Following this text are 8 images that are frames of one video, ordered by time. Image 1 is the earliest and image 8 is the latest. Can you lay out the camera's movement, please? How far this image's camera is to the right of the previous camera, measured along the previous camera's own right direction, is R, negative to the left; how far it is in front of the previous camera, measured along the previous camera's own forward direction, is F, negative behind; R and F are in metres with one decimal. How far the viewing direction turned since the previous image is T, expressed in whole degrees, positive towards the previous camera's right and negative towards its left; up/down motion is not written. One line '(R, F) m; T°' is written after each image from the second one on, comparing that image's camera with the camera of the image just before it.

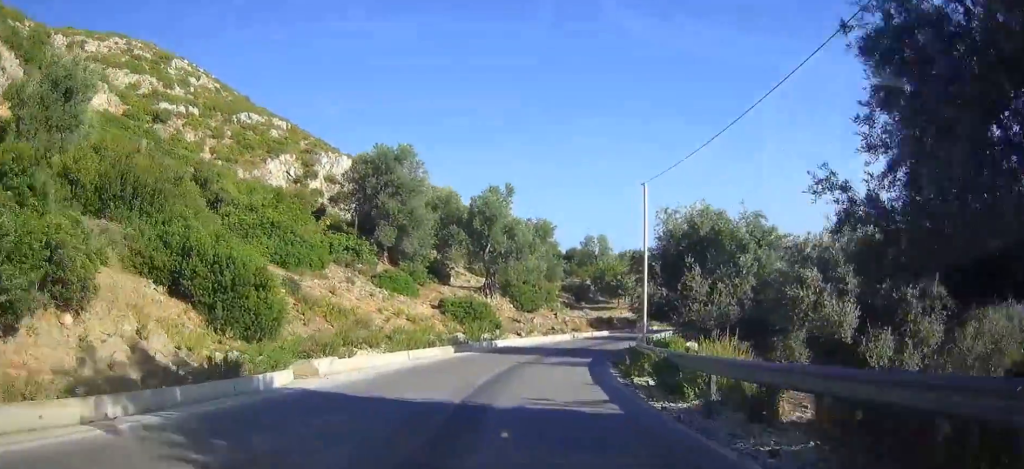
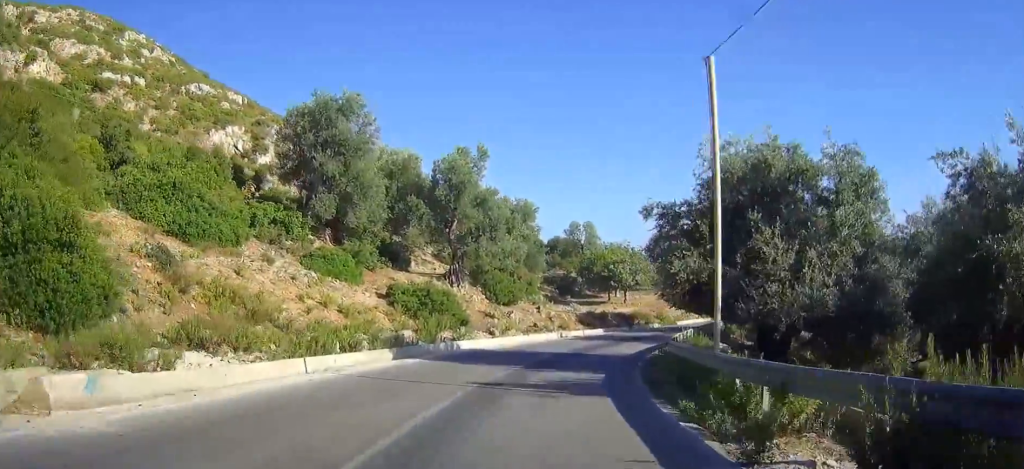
(+0.2, +10.7) m; +3°
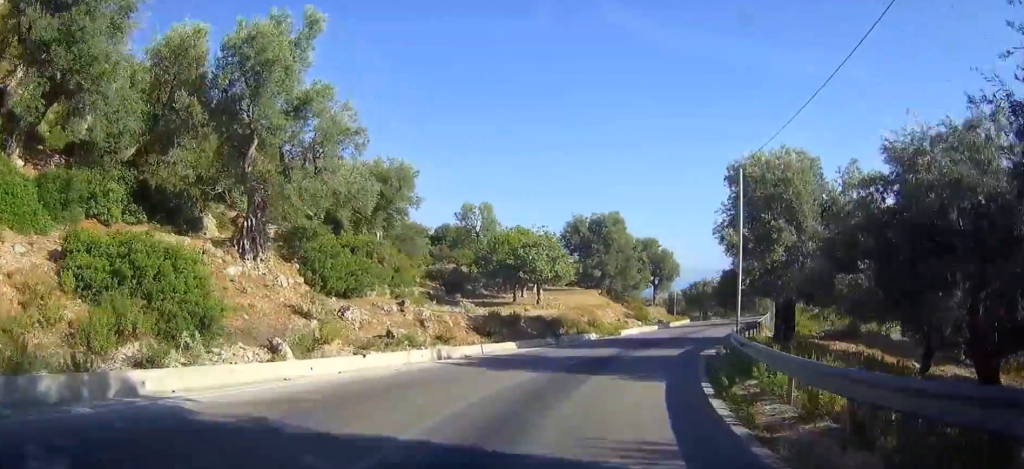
(+1.3, +20.1) m; +9°
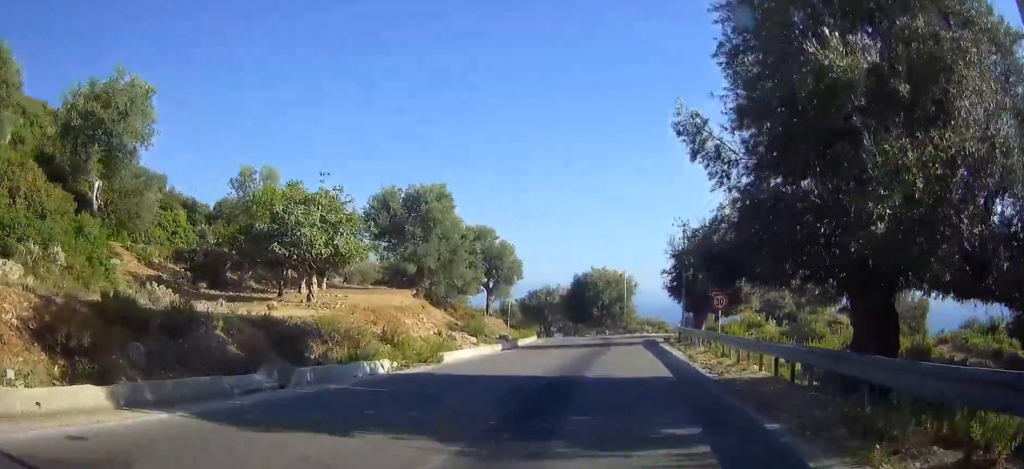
(+2.1, +19.2) m; +11°
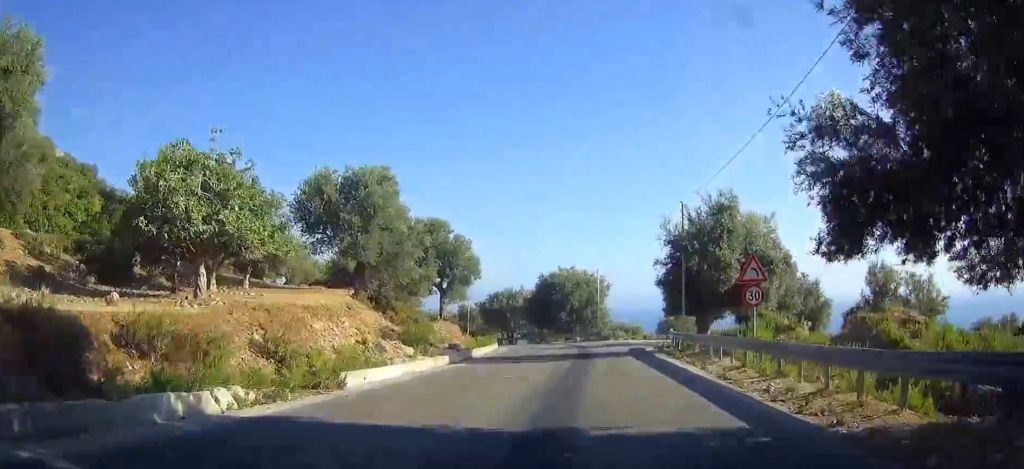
(+0.3, +7.8) m; +3°
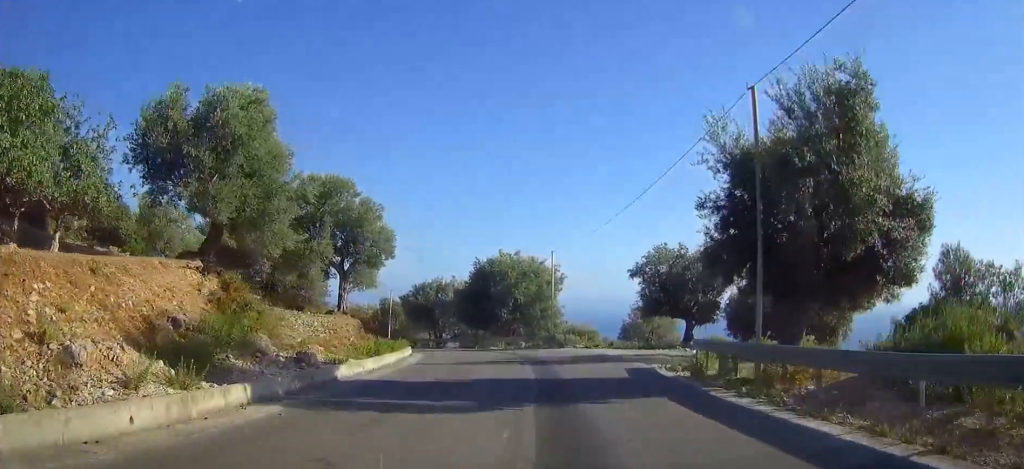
(+0.5, +14.7) m; +4°
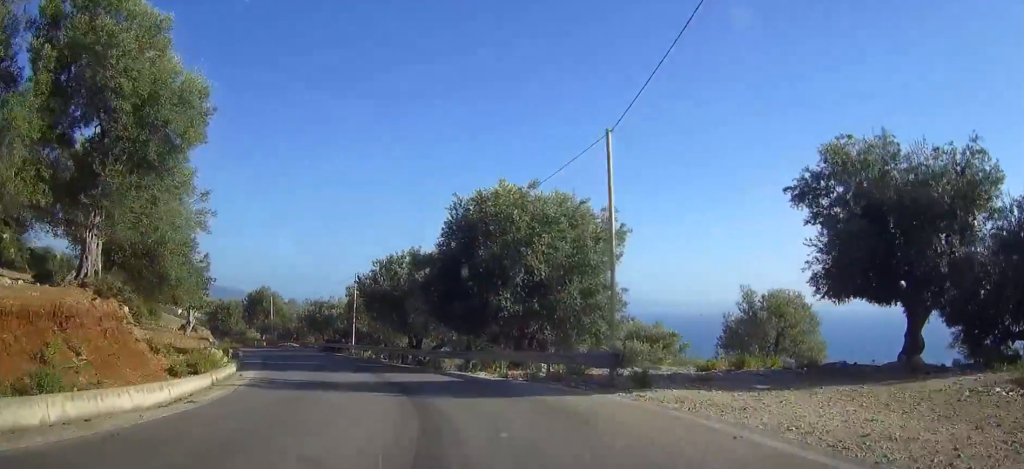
(+1.4, +26.3) m; 0°
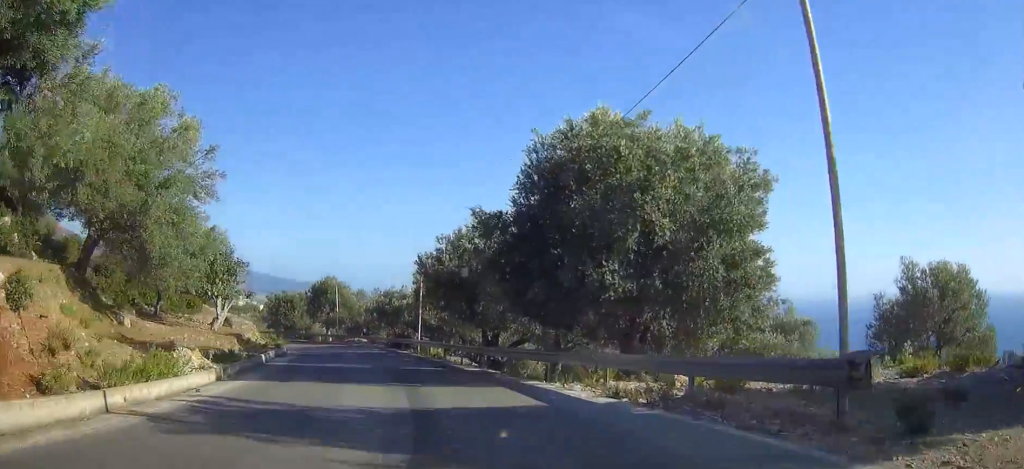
(-0.4, +7.9) m; -5°
